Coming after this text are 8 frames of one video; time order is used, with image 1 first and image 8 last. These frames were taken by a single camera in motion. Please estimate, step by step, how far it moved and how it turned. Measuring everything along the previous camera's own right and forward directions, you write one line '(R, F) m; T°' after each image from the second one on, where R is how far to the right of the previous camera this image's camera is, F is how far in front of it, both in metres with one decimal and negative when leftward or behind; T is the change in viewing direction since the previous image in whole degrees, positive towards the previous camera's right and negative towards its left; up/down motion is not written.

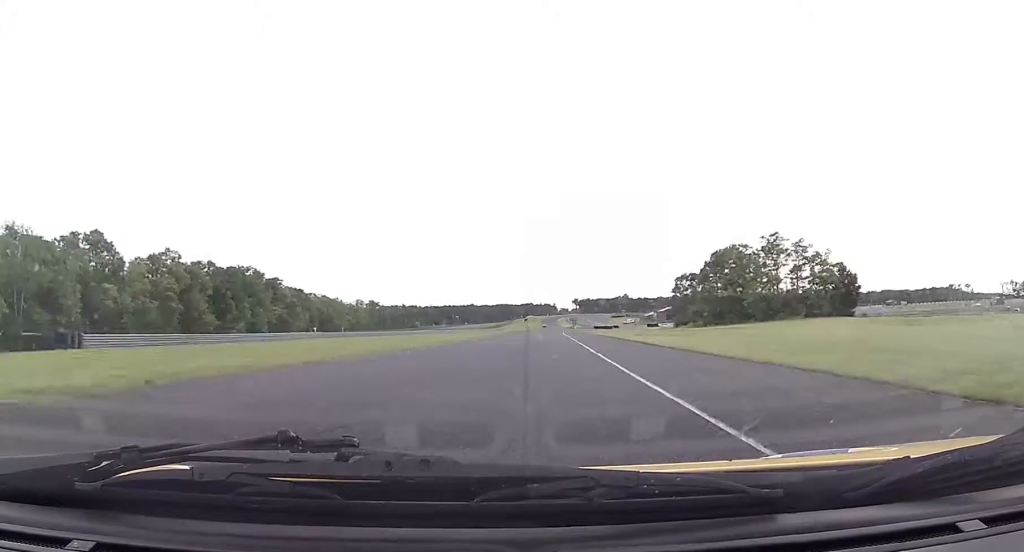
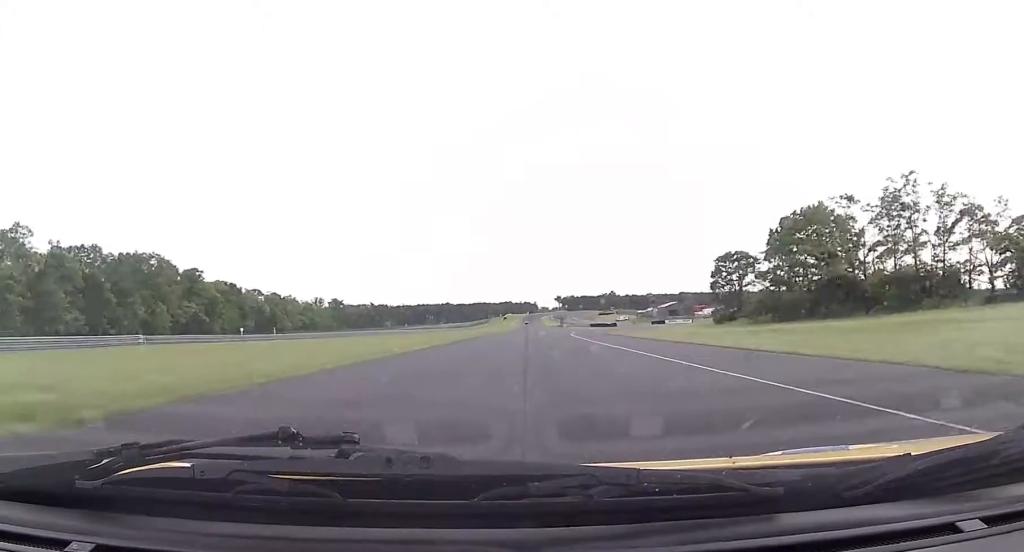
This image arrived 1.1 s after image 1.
(+1.0, +48.0) m; +2°
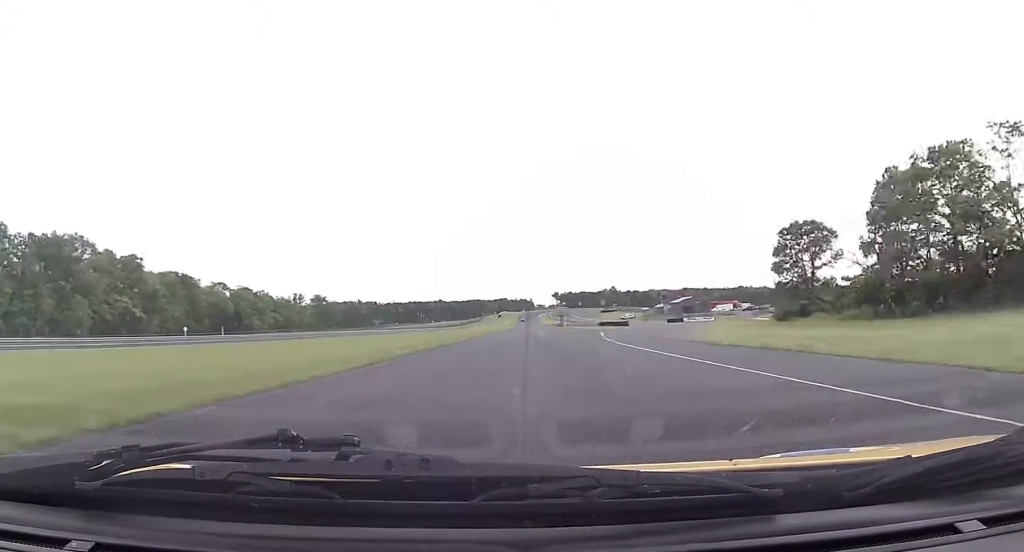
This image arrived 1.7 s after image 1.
(+0.6, +30.6) m; 0°
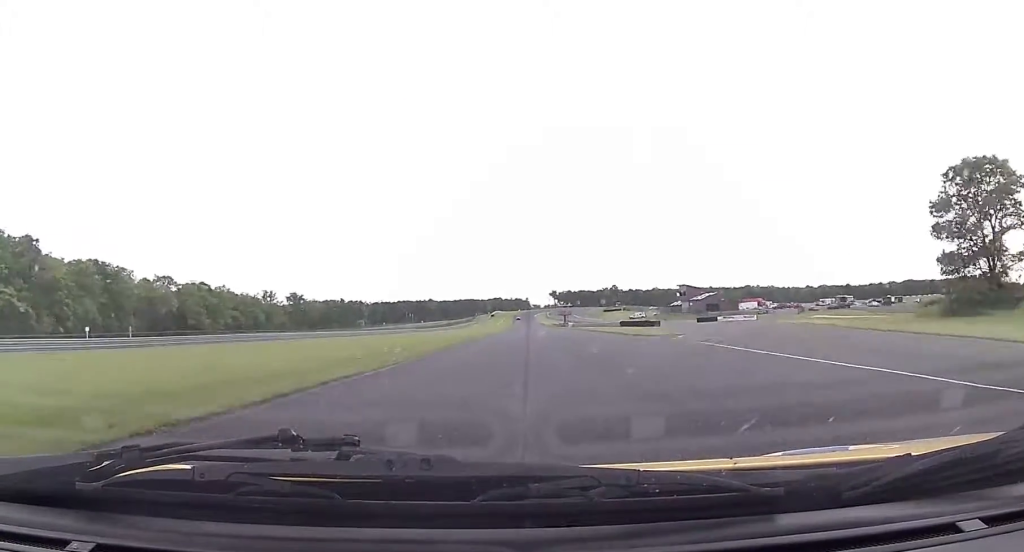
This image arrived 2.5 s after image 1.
(-0.5, +37.8) m; +1°
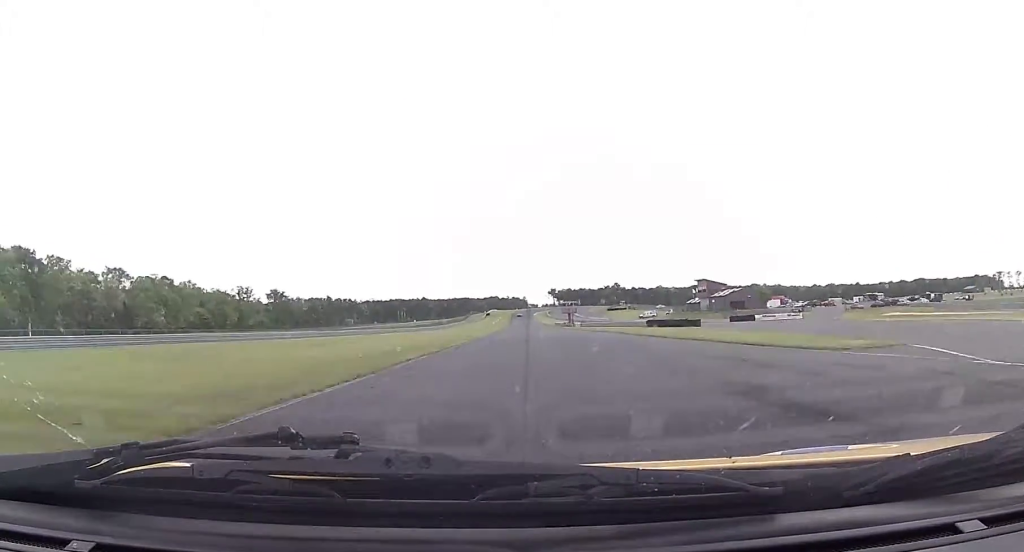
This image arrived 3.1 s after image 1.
(+0.4, +27.3) m; 0°
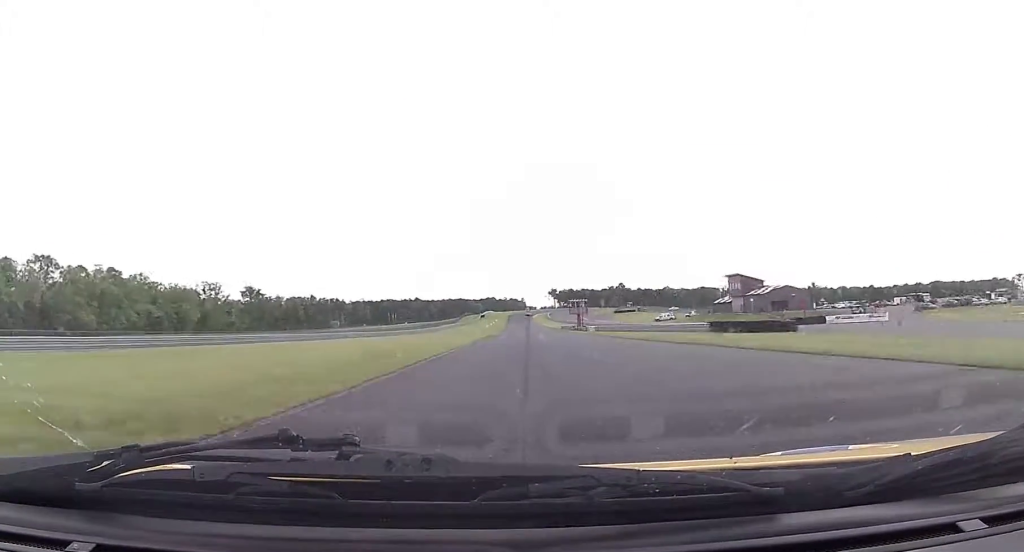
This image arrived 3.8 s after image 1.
(+0.6, +32.5) m; 0°
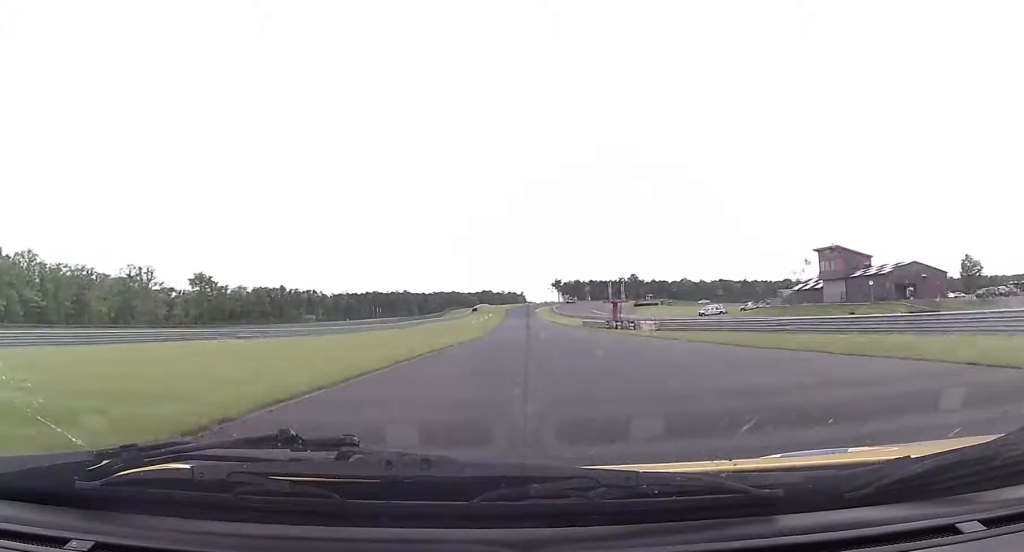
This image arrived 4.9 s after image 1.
(-0.7, +55.1) m; -1°
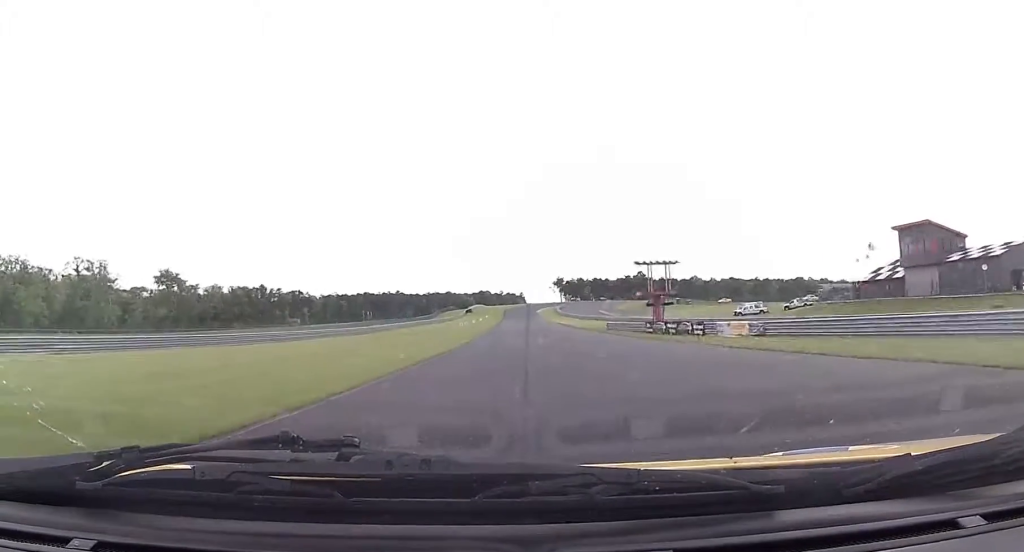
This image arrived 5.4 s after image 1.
(0.0, +28.5) m; 0°
